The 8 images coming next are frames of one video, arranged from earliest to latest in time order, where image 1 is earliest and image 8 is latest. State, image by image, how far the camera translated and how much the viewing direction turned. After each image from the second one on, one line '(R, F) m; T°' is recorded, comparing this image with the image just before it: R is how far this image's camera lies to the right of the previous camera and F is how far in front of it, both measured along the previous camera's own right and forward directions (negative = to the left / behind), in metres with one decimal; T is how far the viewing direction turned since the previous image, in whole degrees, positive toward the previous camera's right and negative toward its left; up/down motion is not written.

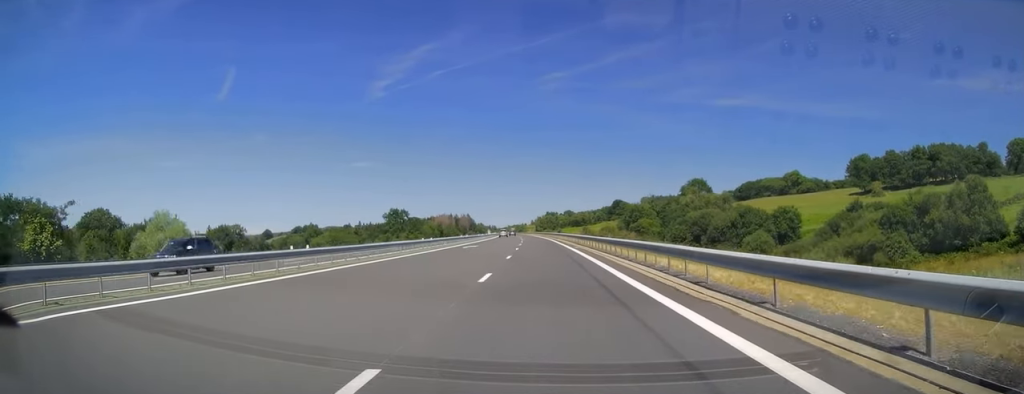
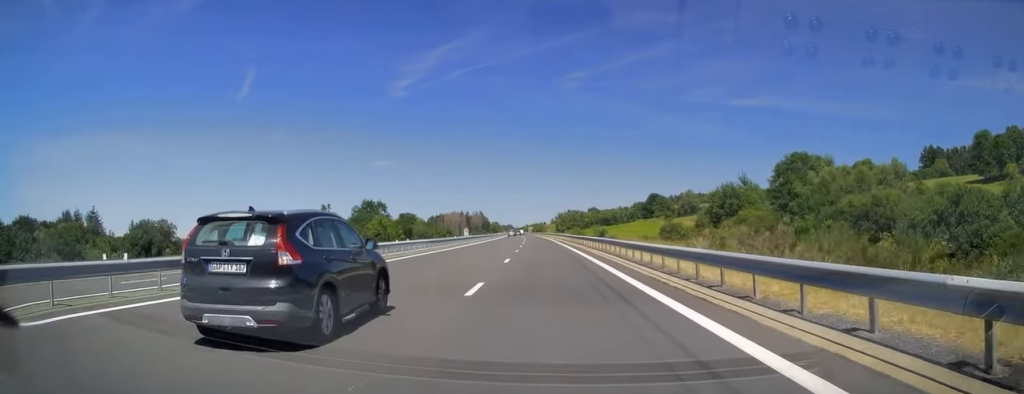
(-0.8, +68.8) m; -2°
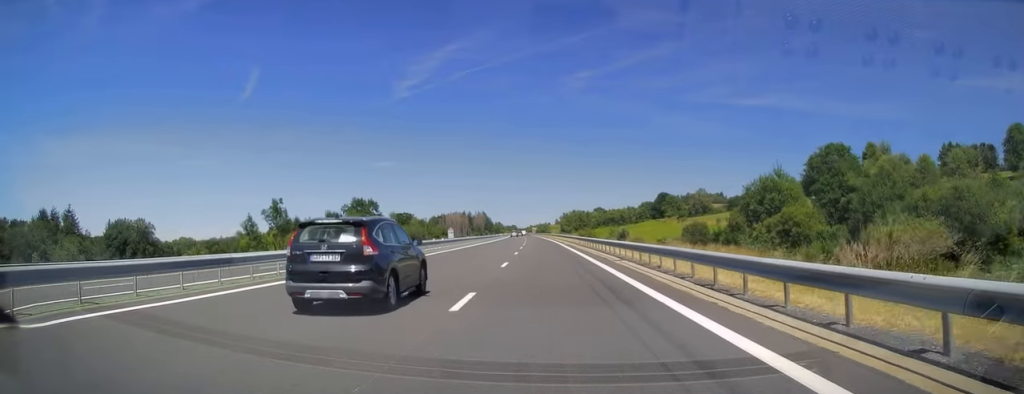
(-0.1, +15.4) m; -1°
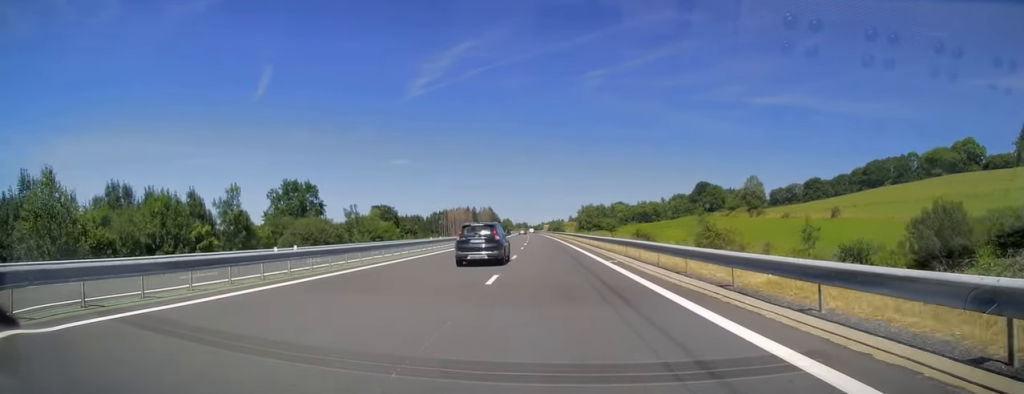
(-0.6, +60.8) m; -1°
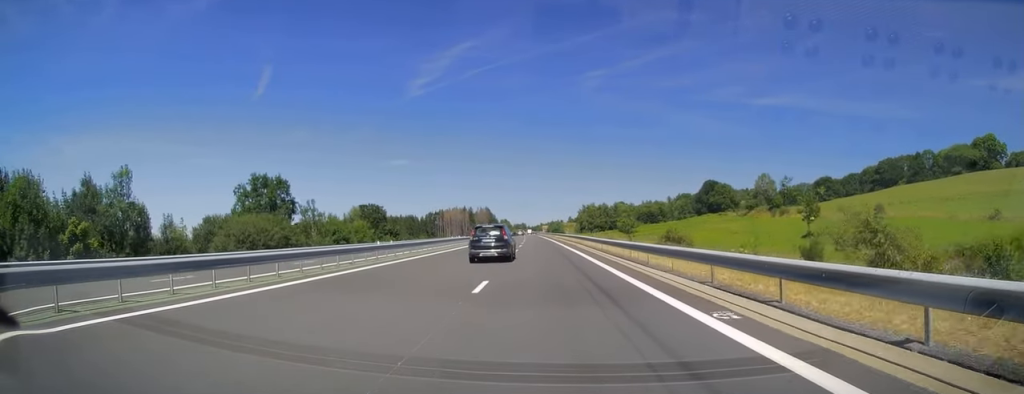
(-0.1, +14.8) m; 0°
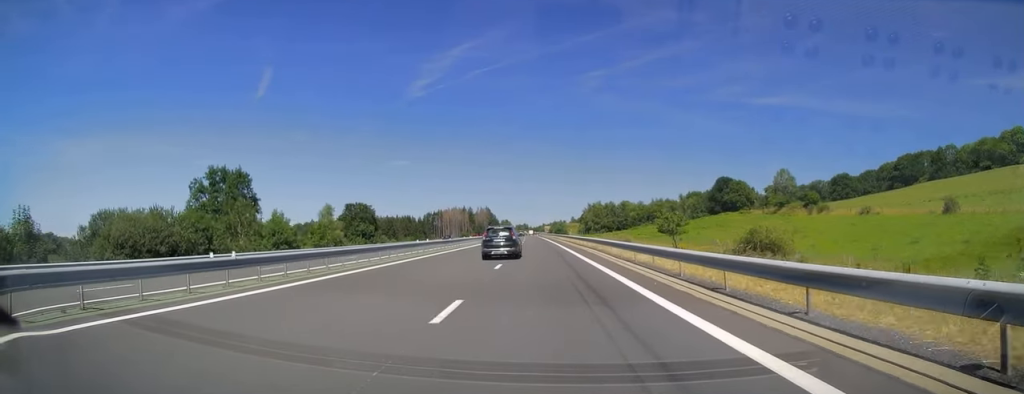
(0.0, +17.3) m; 0°
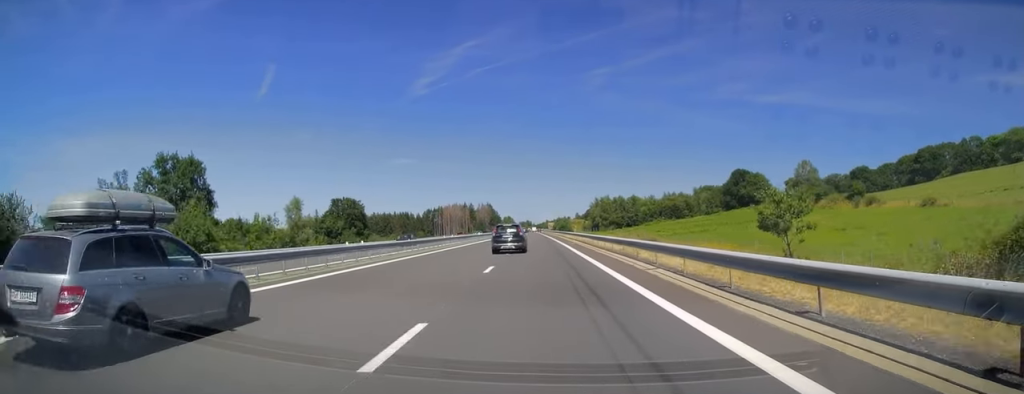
(+0.1, +16.3) m; 0°
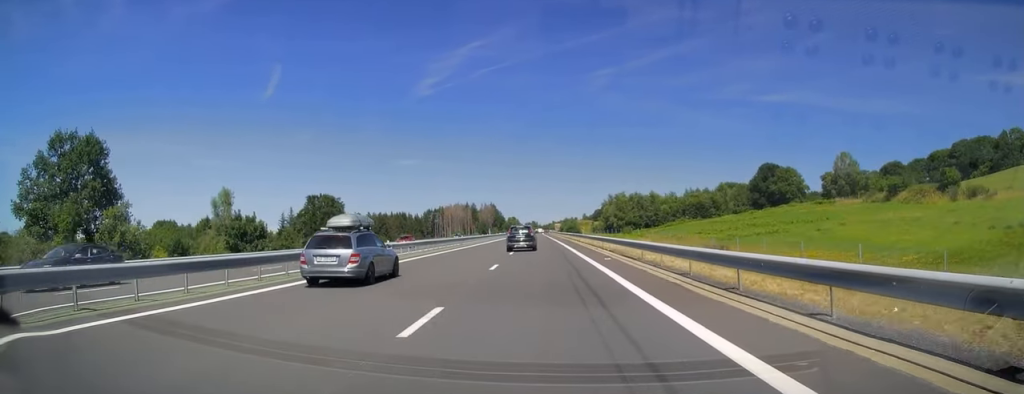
(-0.2, +24.2) m; -1°
